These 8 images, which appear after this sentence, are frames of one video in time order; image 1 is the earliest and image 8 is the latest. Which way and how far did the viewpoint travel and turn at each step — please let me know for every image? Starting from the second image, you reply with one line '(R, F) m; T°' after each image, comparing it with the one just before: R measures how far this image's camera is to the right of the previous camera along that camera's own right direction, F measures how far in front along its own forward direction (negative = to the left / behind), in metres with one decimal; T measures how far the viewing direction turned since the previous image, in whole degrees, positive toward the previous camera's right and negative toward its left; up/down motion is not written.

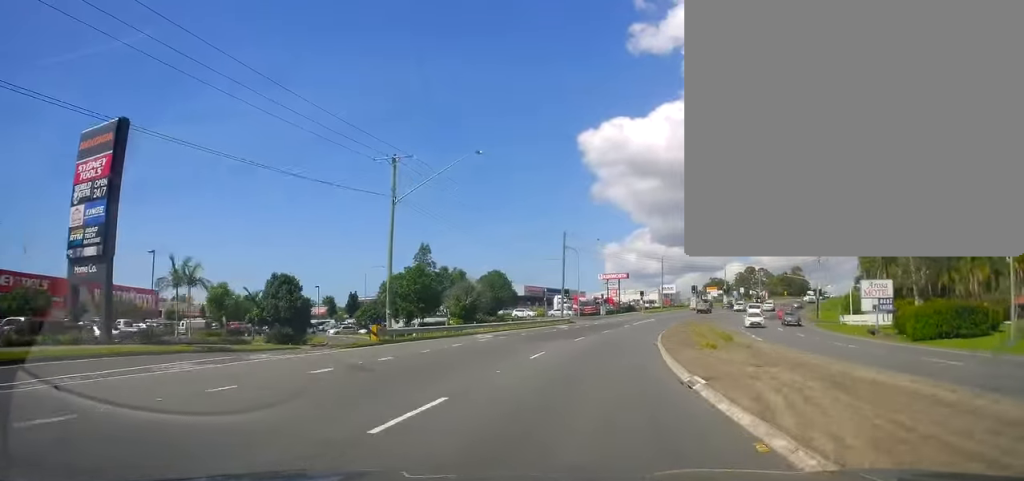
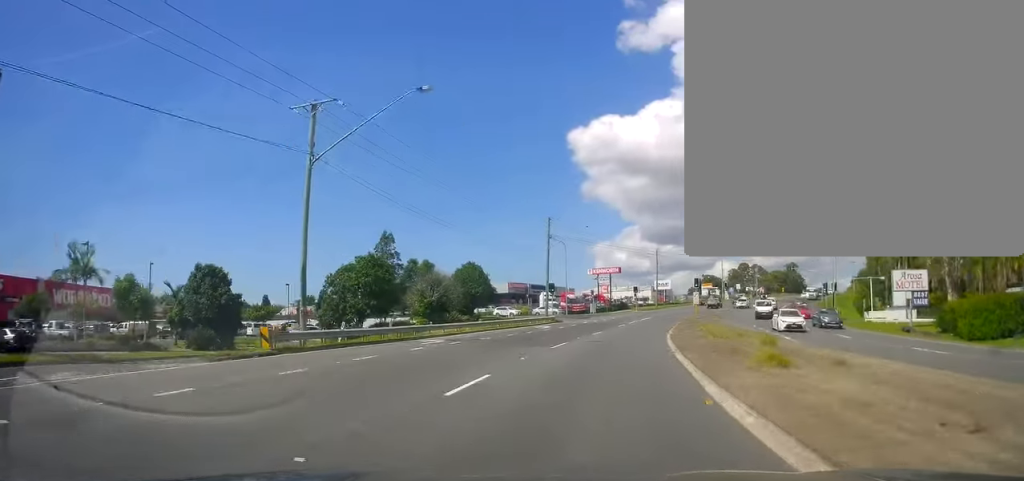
(+0.3, +9.1) m; +1°
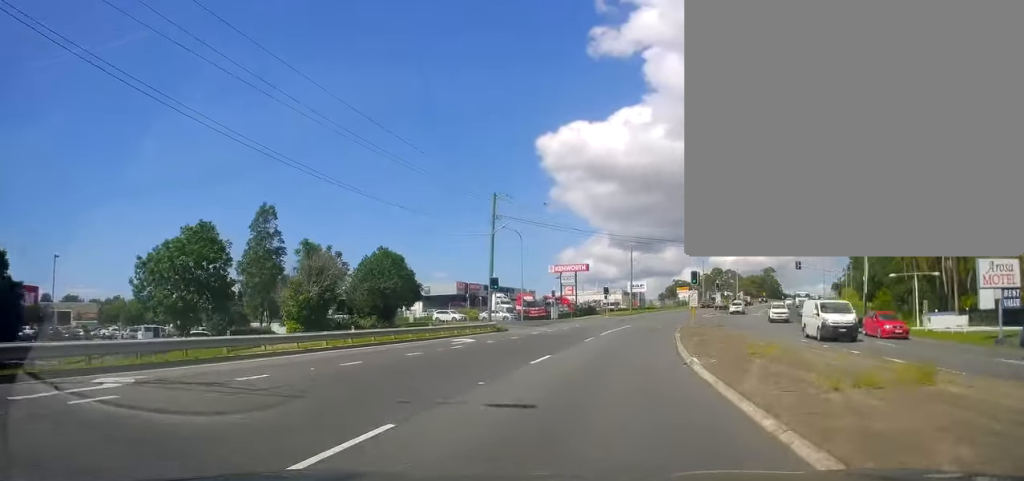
(+0.2, +17.5) m; +2°
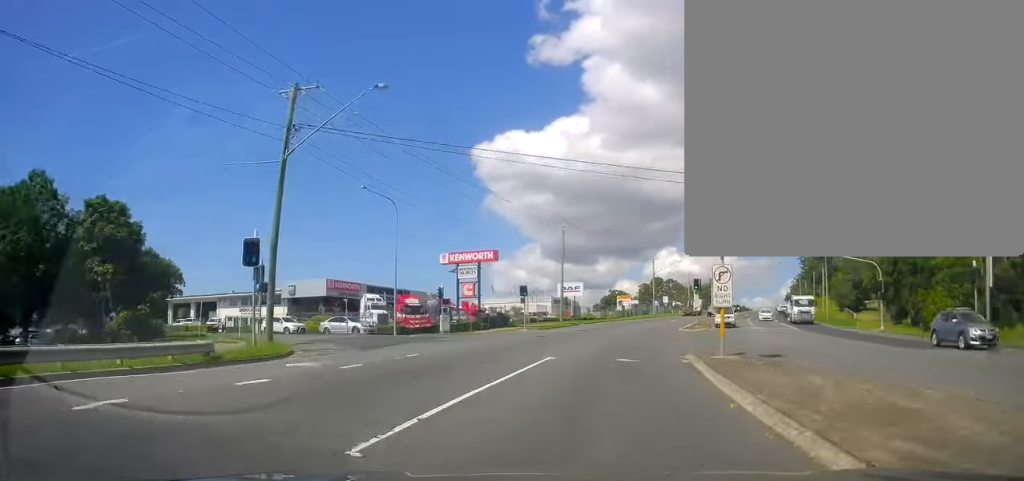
(+1.2, +28.1) m; +8°
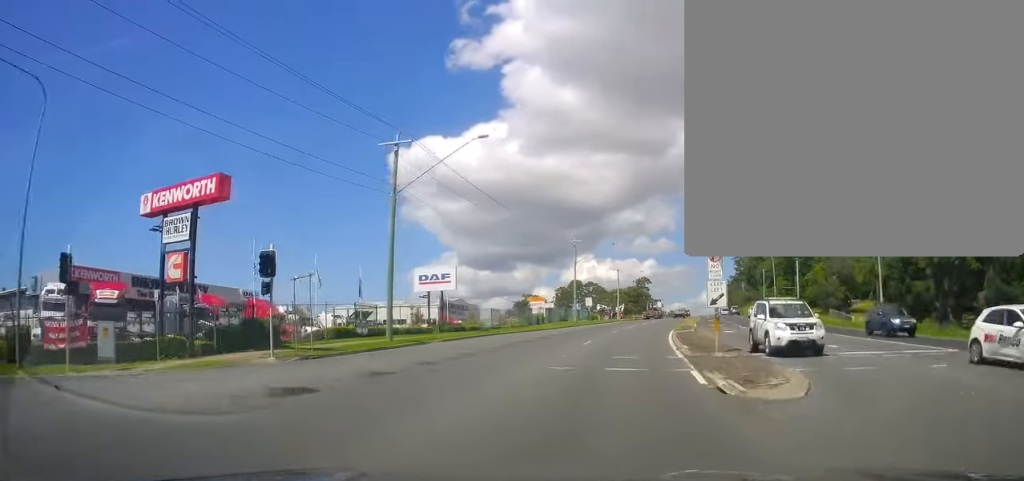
(+2.4, +33.7) m; +7°
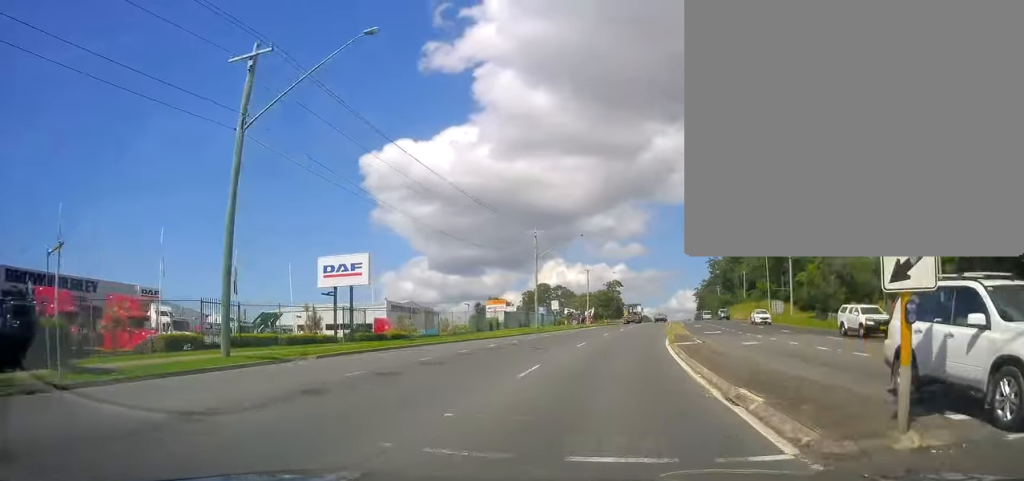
(+0.5, +12.3) m; +2°
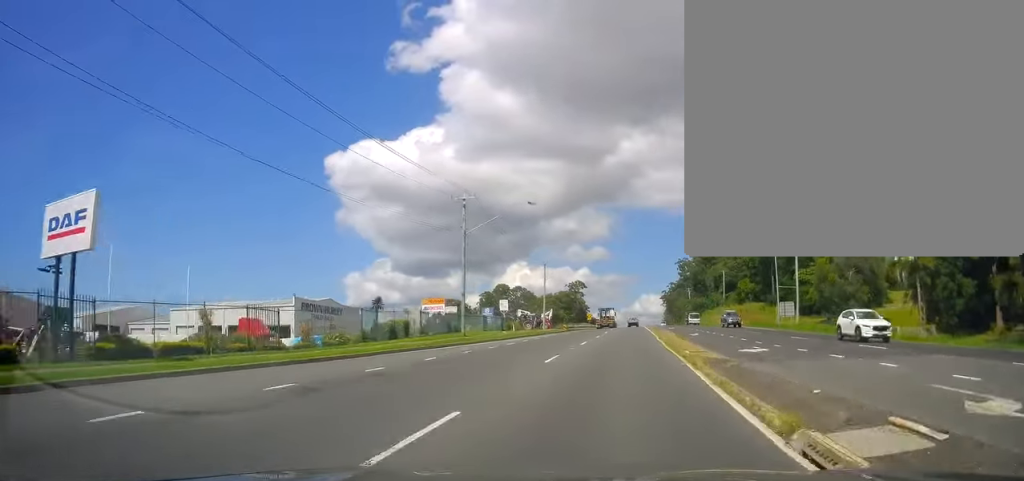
(+0.3, +19.6) m; +4°
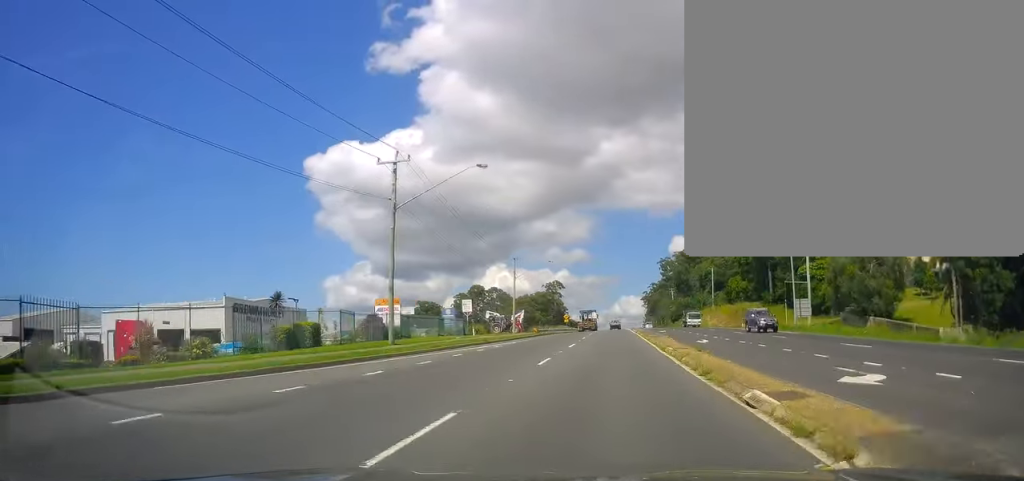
(+0.4, +11.8) m; +3°
